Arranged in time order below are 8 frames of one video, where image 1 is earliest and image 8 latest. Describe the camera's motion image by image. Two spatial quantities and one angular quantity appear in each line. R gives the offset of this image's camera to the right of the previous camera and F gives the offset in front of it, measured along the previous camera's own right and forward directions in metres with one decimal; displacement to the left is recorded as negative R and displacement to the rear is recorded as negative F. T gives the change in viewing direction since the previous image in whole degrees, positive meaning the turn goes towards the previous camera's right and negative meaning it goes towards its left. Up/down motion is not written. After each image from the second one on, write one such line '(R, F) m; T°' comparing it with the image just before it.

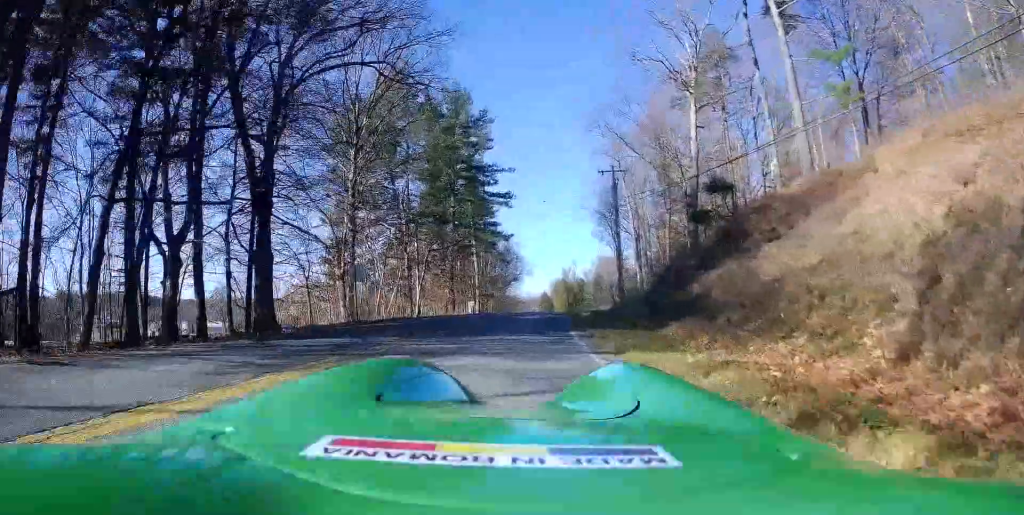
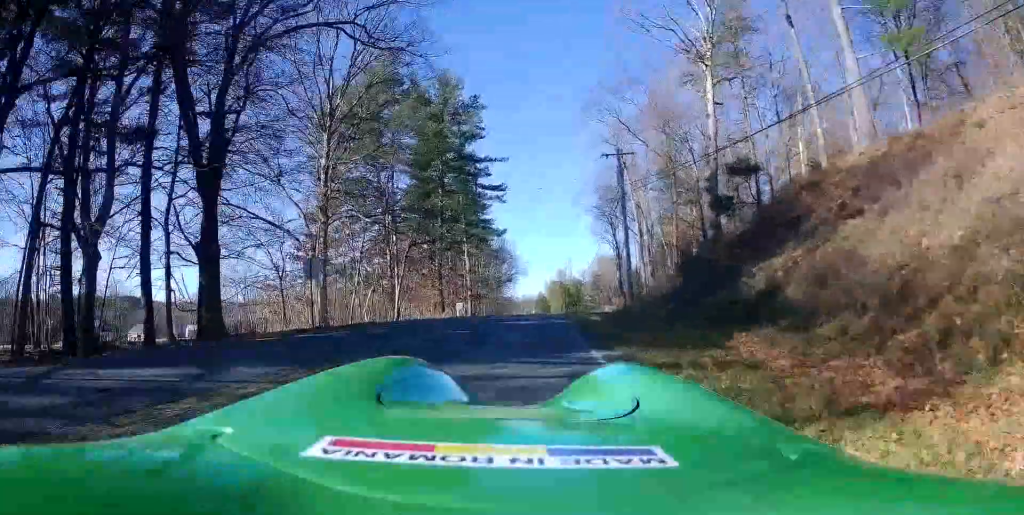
(0.0, +5.2) m; 0°
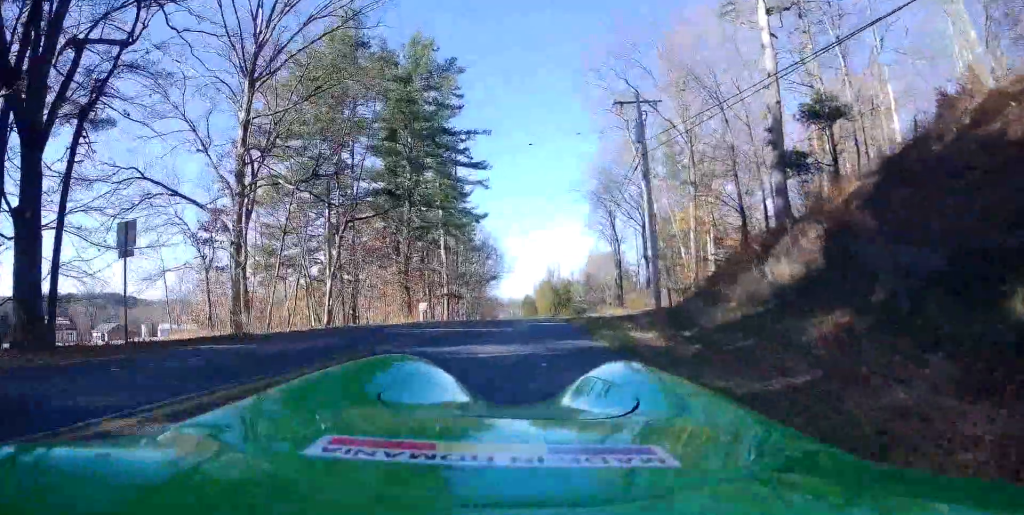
(+0.1, +13.4) m; 0°
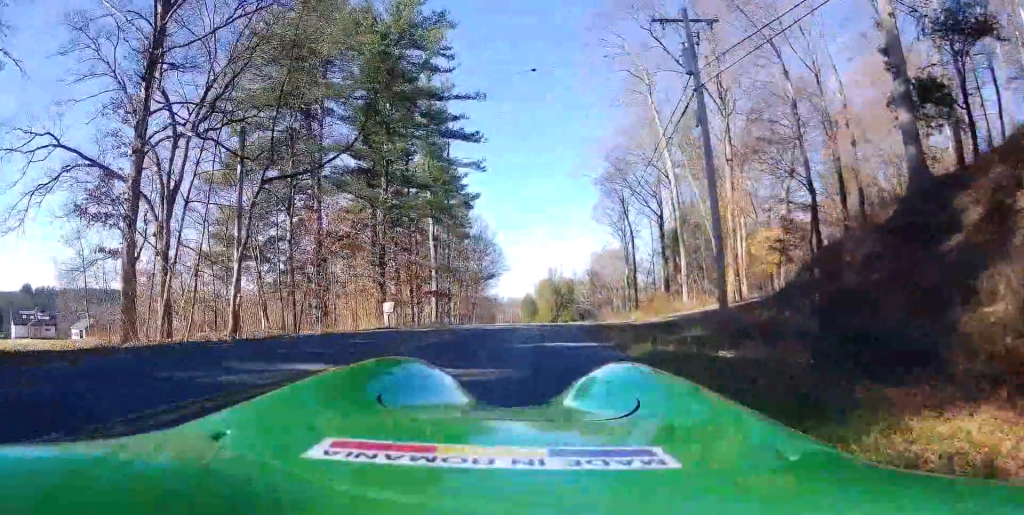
(-0.1, +10.0) m; -1°
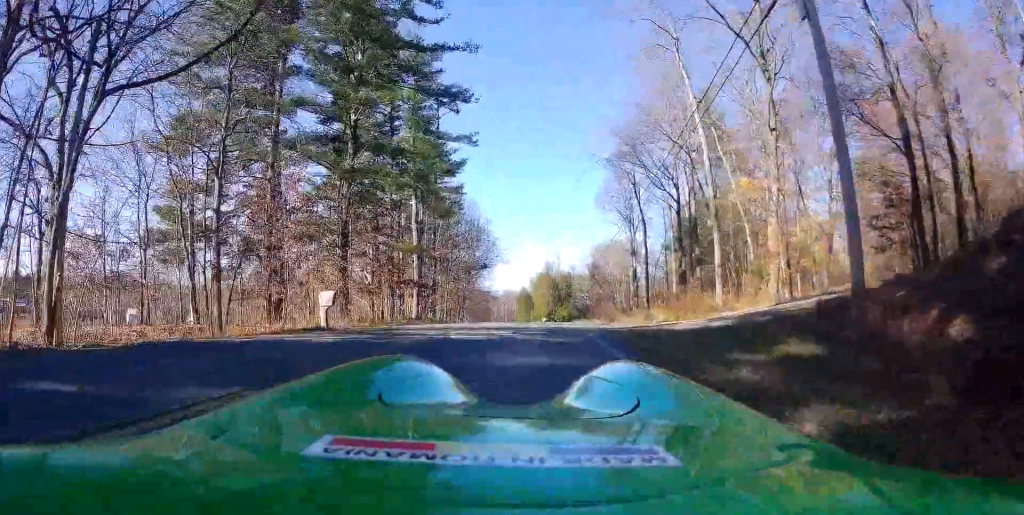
(0.0, +7.4) m; 0°
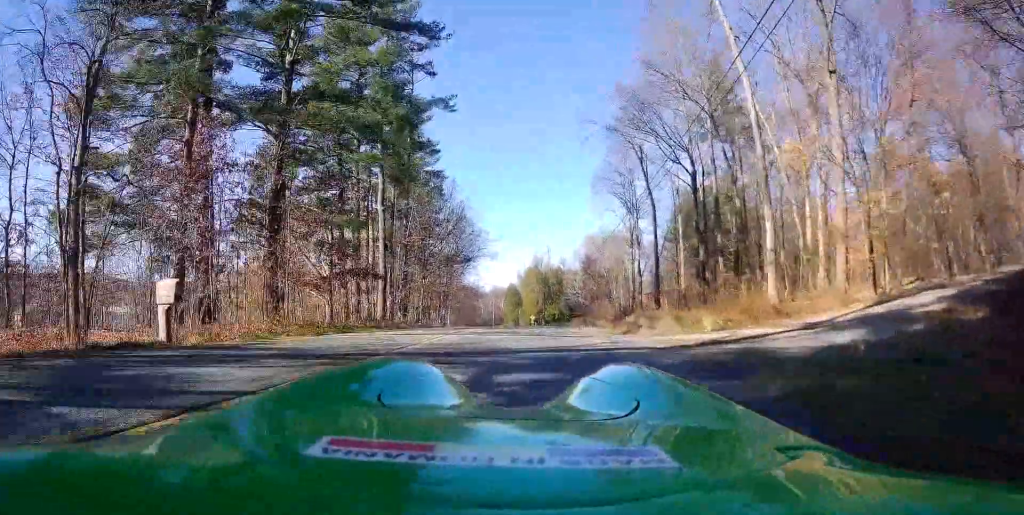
(+0.1, +8.3) m; +7°
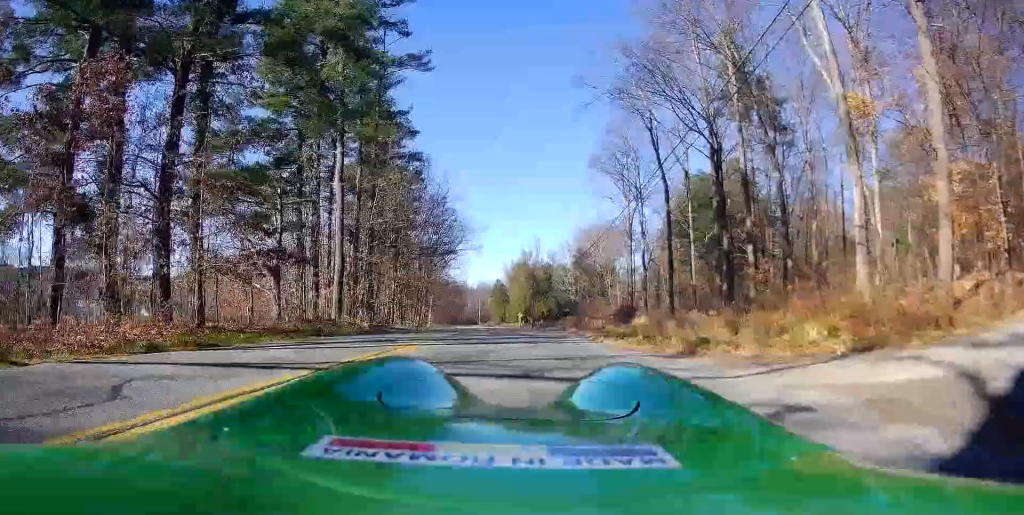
(+0.8, +8.0) m; +7°
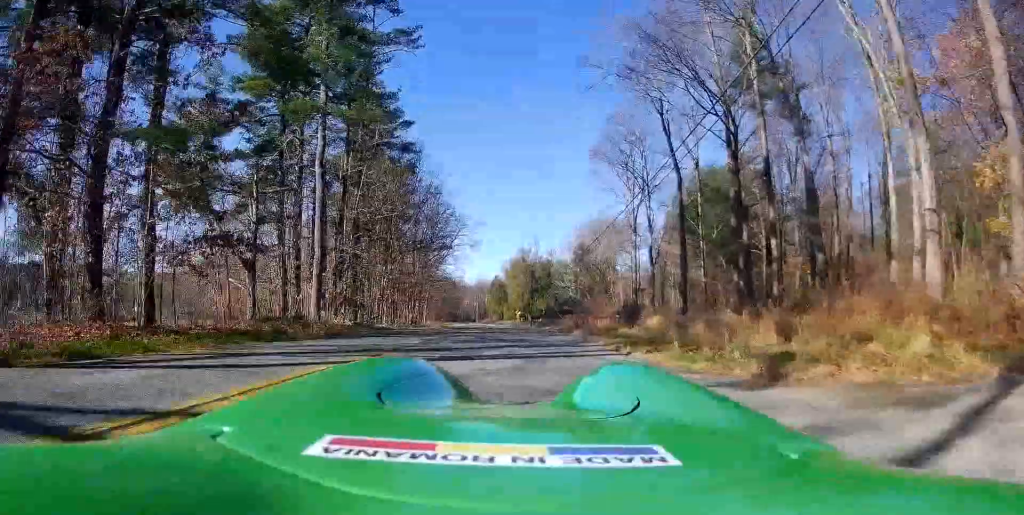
(+0.1, +3.7) m; +1°
